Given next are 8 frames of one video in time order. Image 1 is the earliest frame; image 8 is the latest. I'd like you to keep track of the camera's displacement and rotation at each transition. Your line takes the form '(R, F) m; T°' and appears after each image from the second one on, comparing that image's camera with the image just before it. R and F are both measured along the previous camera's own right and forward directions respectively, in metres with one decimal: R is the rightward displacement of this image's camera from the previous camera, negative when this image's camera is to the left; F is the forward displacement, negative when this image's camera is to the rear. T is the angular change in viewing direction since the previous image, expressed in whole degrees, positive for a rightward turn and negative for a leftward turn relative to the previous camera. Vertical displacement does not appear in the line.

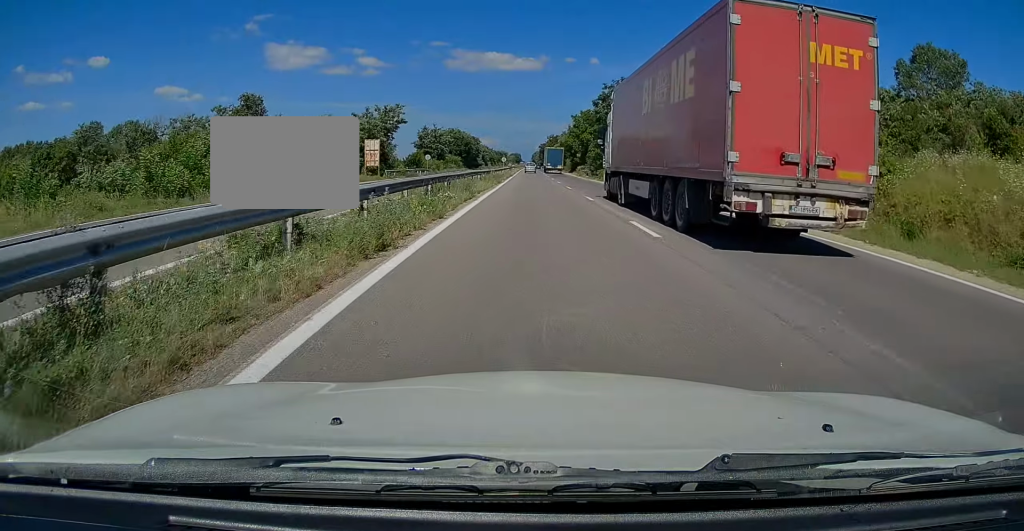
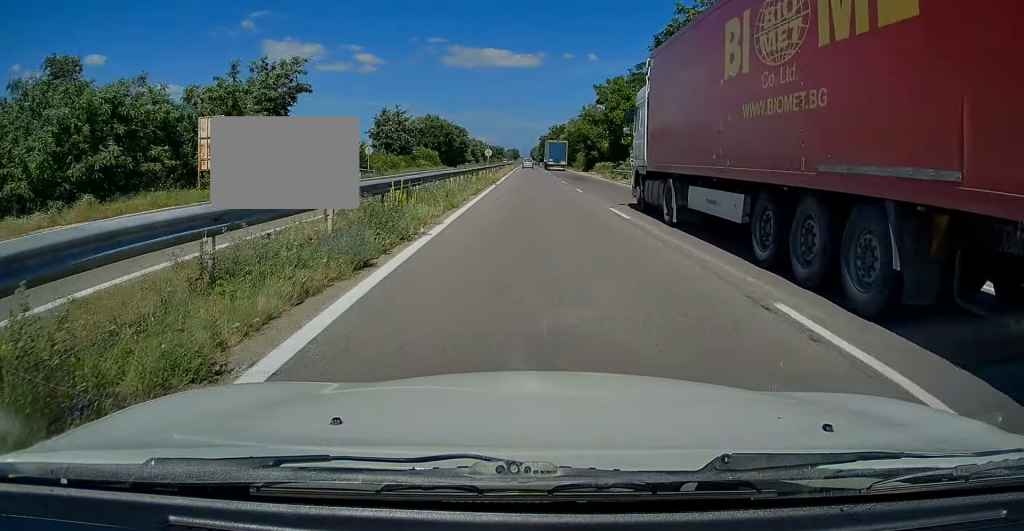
(+0.1, +32.8) m; 0°
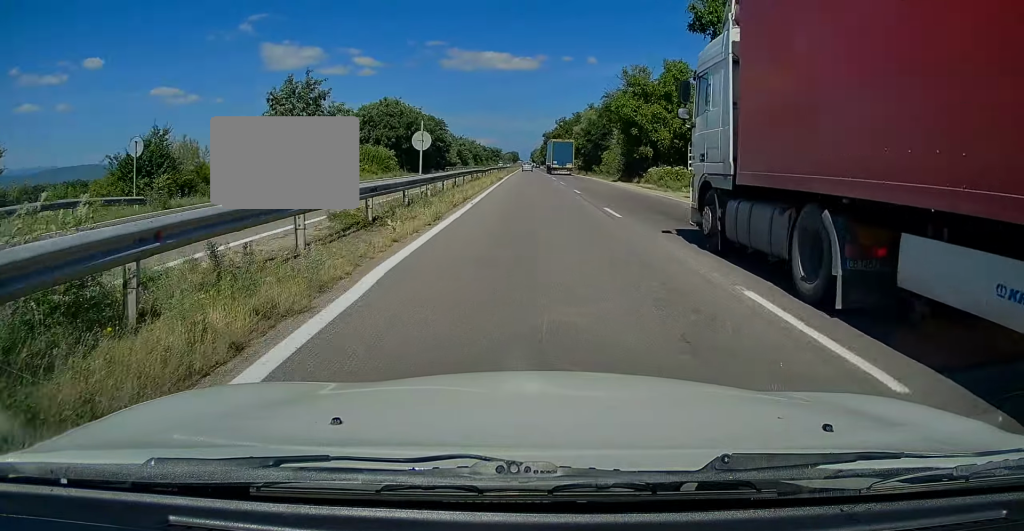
(+0.1, +35.5) m; 0°
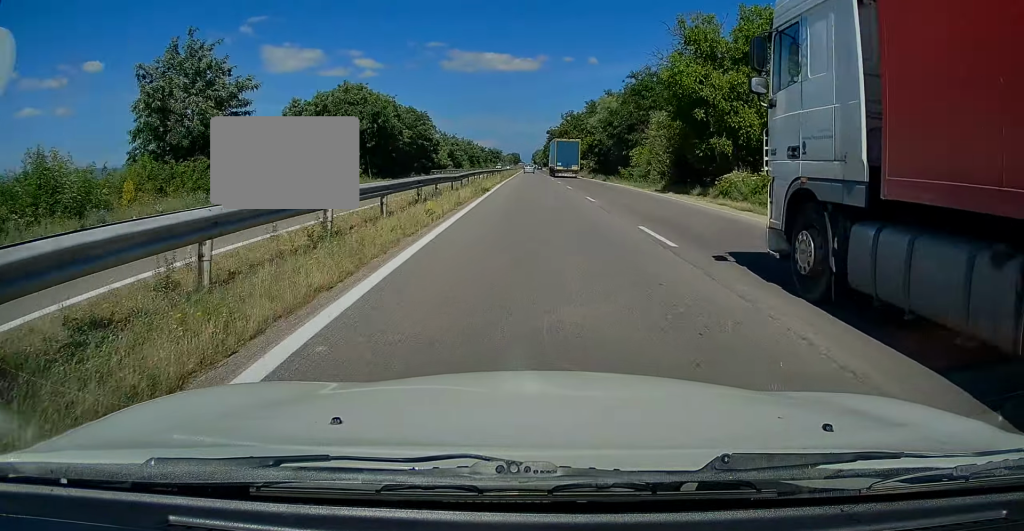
(0.0, +17.7) m; 0°
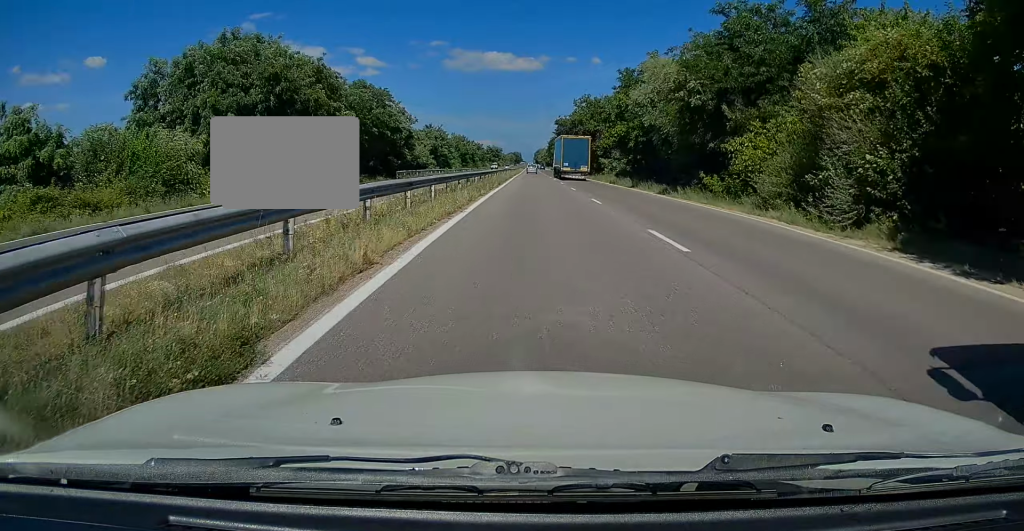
(-0.3, +24.7) m; -1°
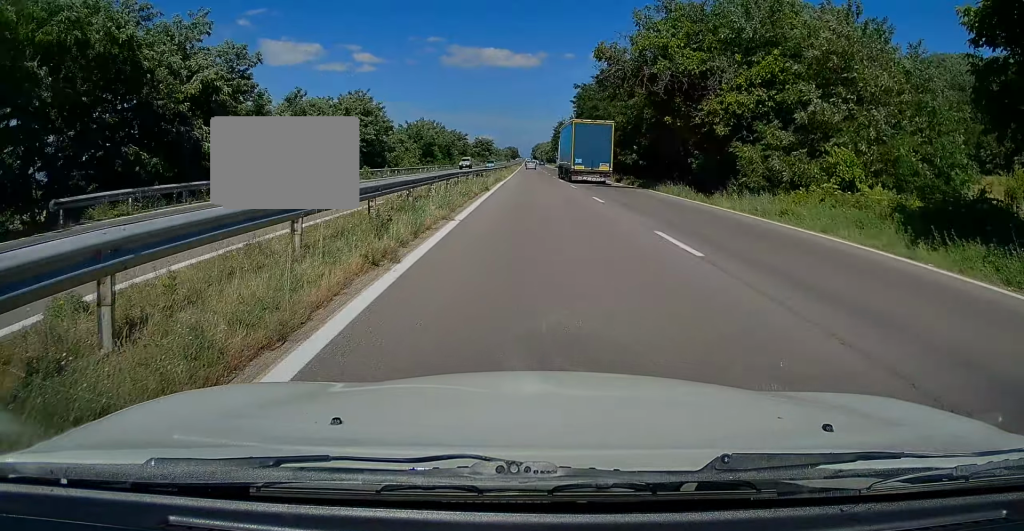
(0.0, +49.2) m; +1°
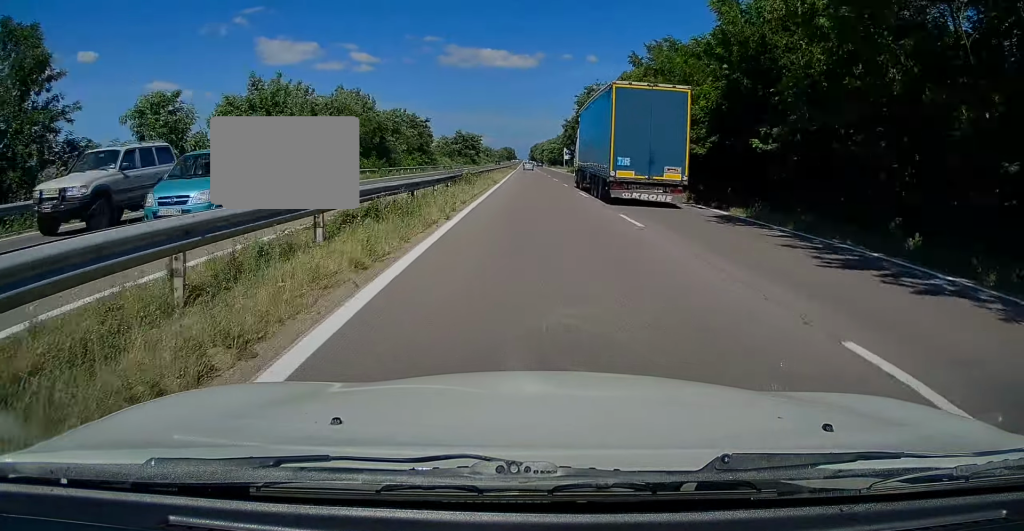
(+0.3, +55.8) m; 0°
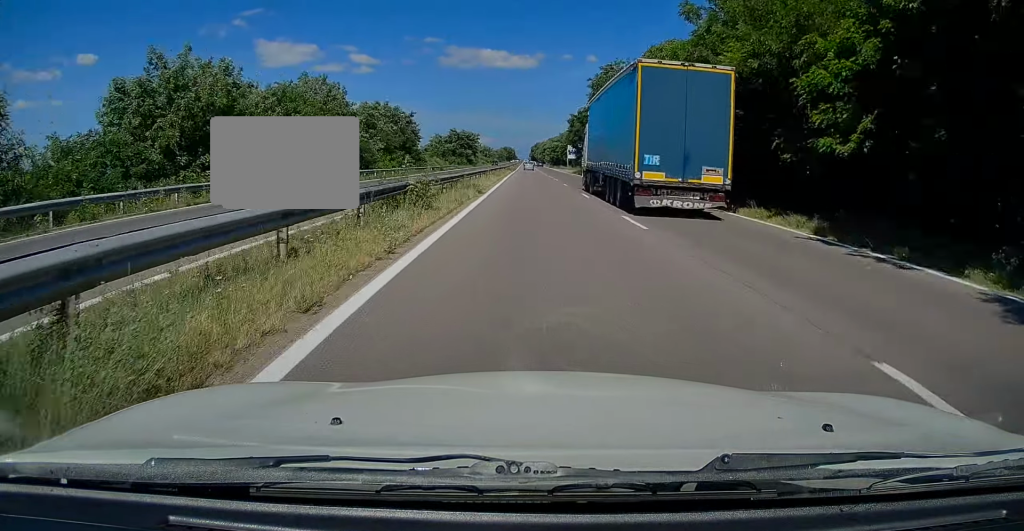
(-0.1, +12.7) m; 0°
